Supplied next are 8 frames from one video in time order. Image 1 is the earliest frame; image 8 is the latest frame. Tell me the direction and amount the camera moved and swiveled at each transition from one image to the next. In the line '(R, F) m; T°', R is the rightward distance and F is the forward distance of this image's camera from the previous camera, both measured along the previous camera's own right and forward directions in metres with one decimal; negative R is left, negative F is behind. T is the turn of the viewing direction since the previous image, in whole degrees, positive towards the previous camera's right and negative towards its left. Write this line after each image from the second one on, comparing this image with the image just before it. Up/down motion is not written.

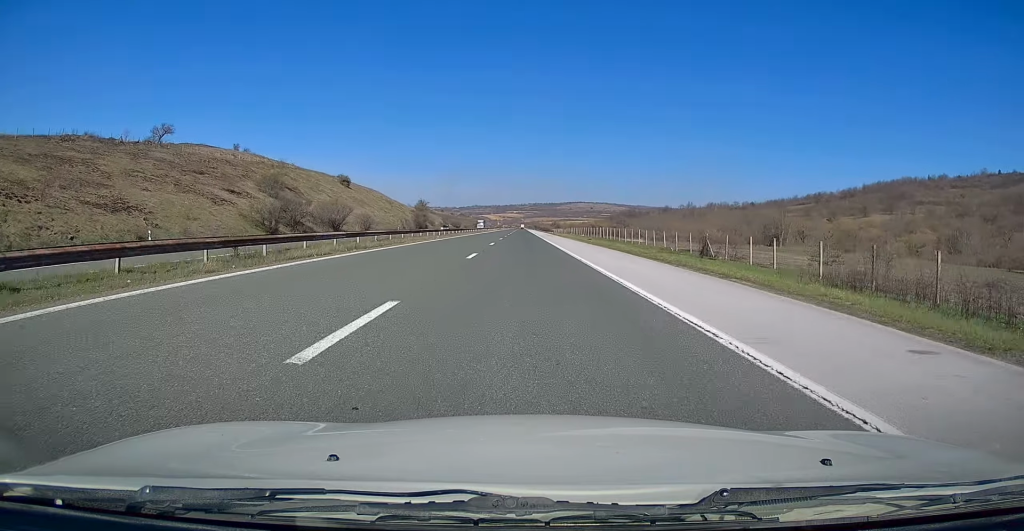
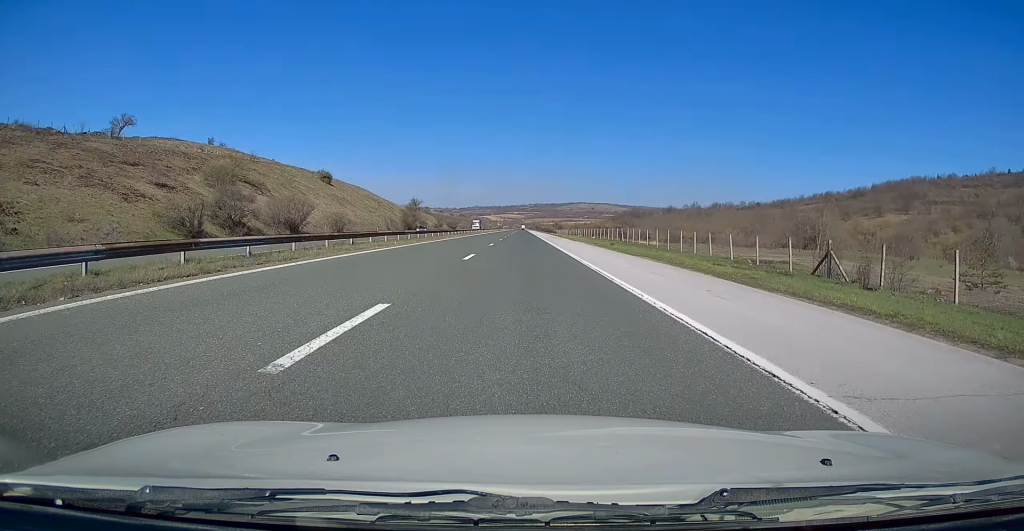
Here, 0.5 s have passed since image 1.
(0.0, +16.3) m; 0°
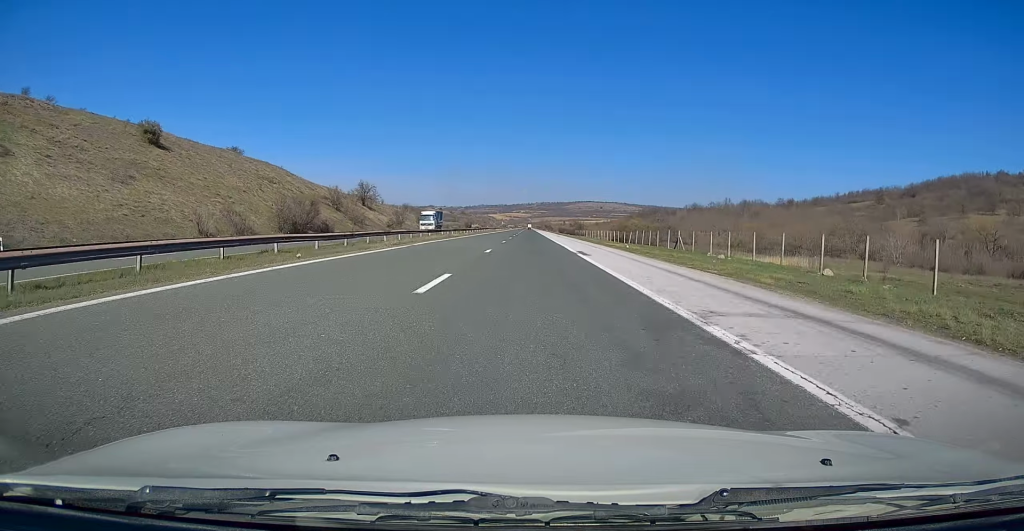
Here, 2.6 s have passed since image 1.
(-0.1, +74.5) m; 0°
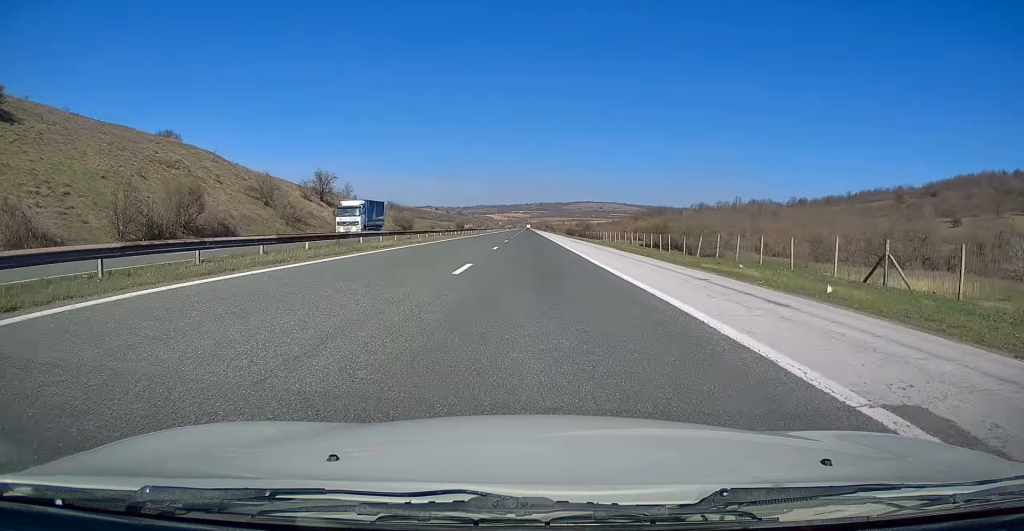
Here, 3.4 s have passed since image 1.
(-0.2, +28.0) m; 0°
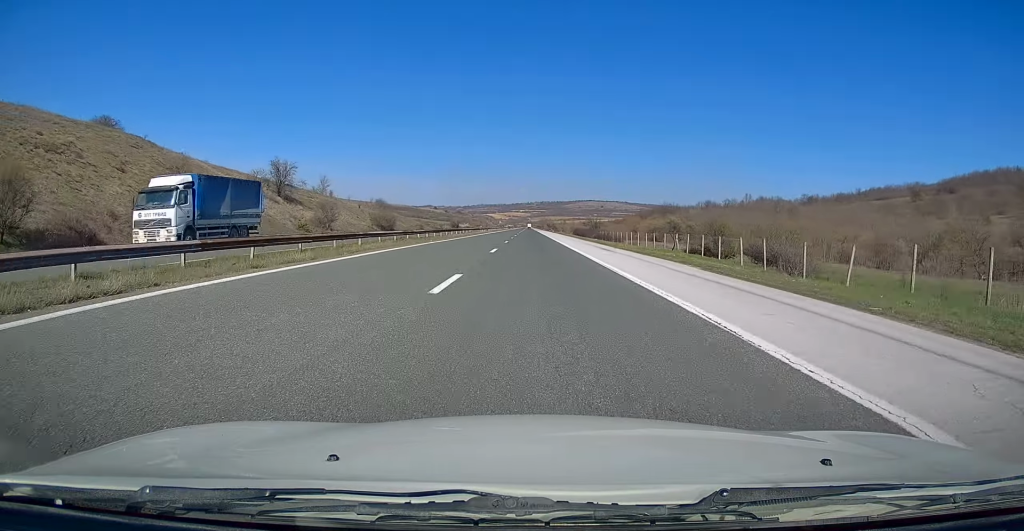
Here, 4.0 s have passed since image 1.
(-0.1, +19.9) m; 0°
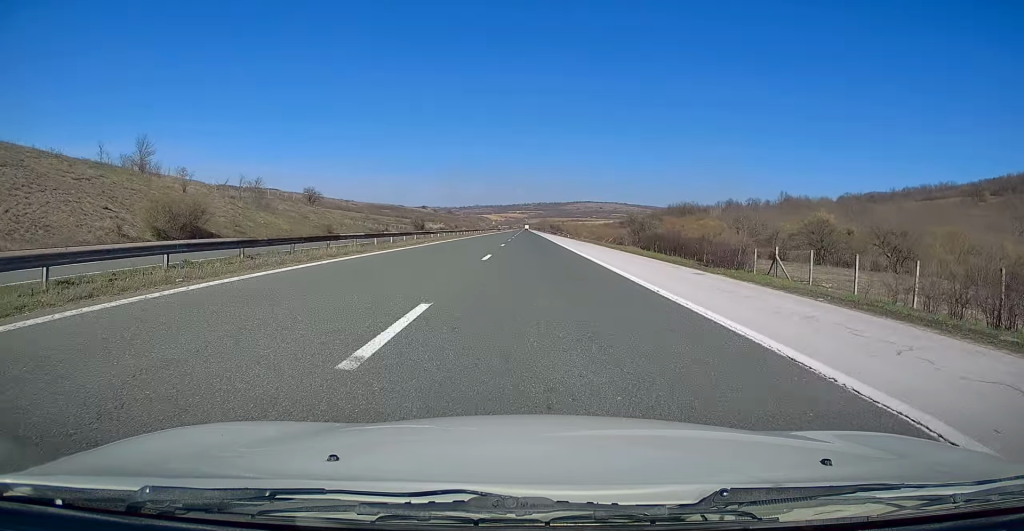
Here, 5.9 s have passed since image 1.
(+0.7, +69.4) m; 0°
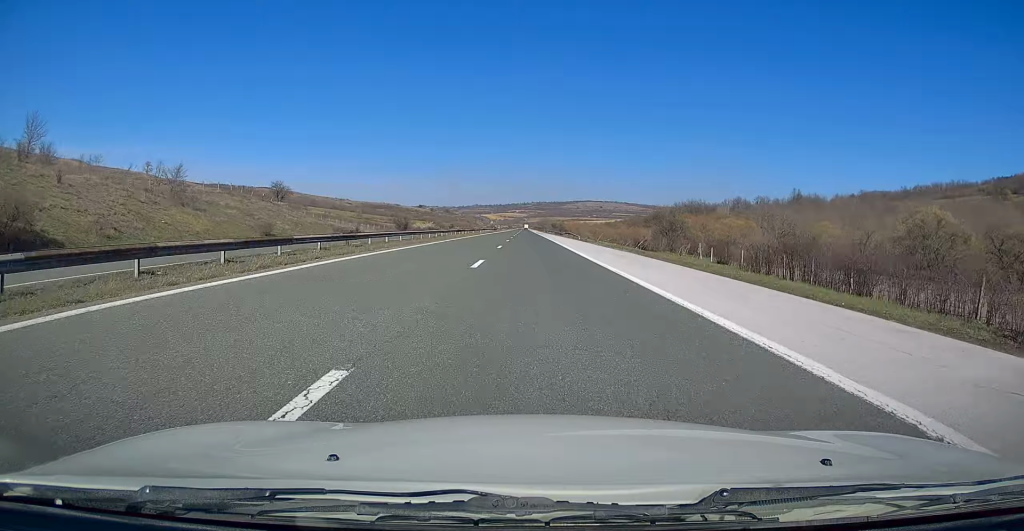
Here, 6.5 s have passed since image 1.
(-0.2, +20.1) m; 0°
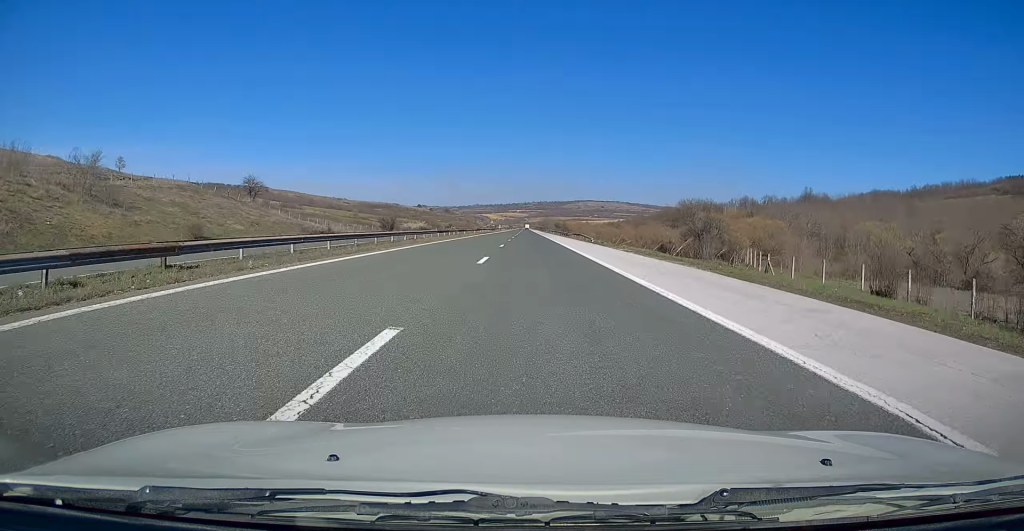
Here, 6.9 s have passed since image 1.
(-0.1, +14.2) m; 0°
